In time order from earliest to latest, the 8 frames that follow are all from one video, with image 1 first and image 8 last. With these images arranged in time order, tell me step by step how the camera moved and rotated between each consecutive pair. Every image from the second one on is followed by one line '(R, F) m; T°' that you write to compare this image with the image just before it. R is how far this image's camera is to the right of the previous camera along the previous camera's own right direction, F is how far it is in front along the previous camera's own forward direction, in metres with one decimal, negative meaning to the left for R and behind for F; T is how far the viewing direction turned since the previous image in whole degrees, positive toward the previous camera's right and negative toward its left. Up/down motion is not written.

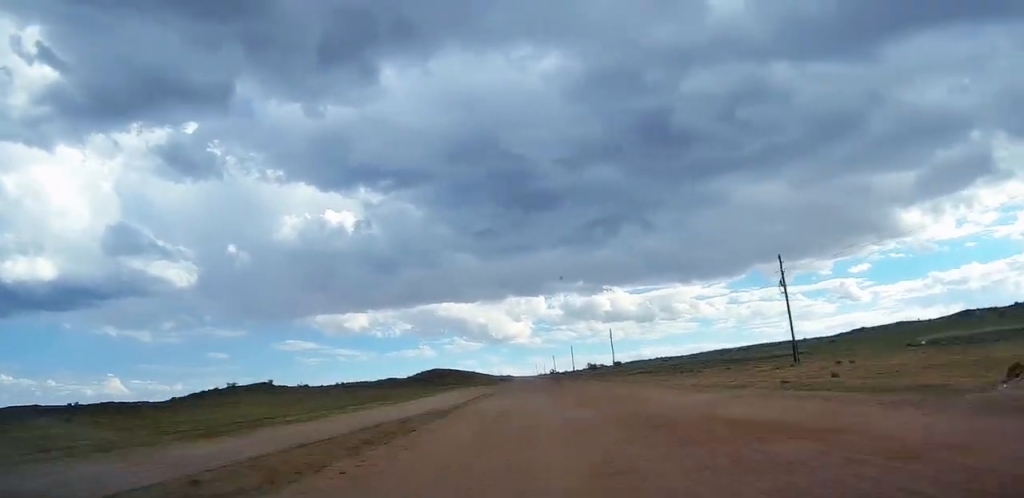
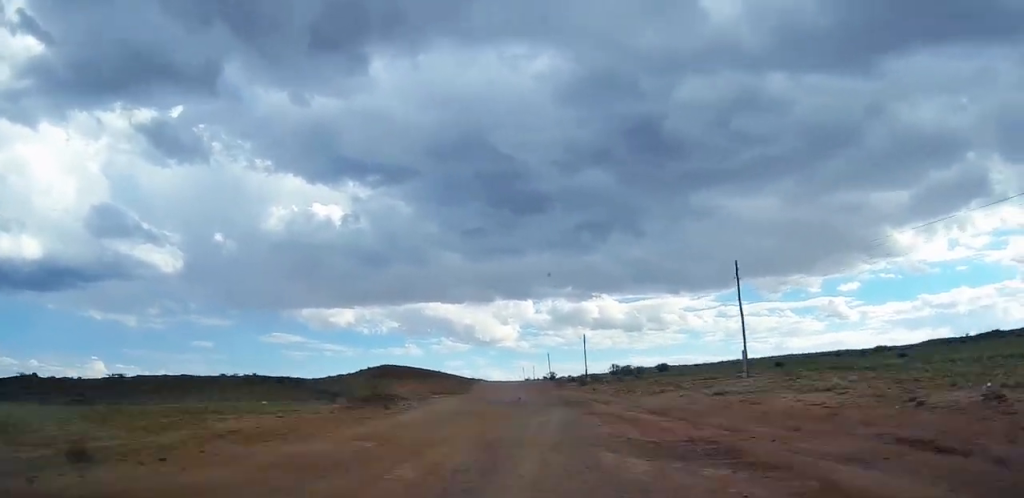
(+0.2, +66.5) m; 0°
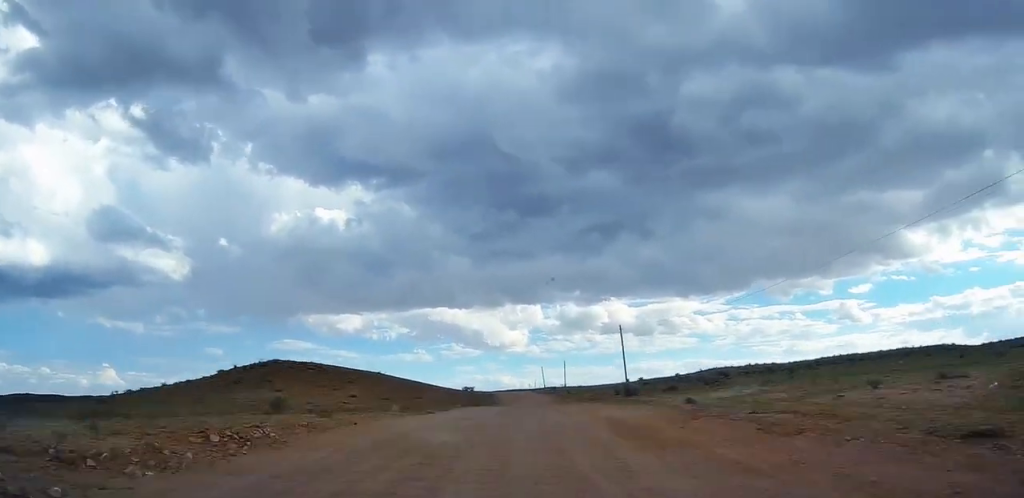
(-1.2, +100.7) m; -1°
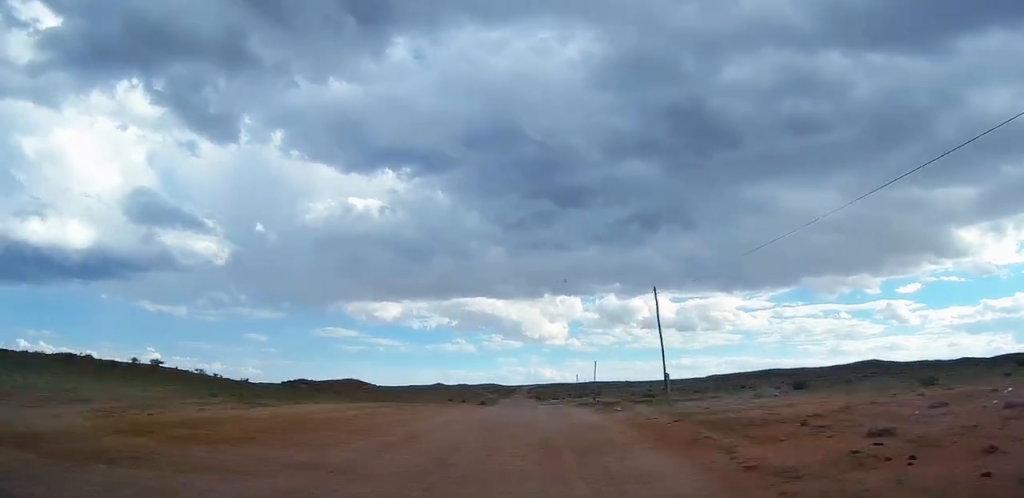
(-3.1, +160.9) m; -3°
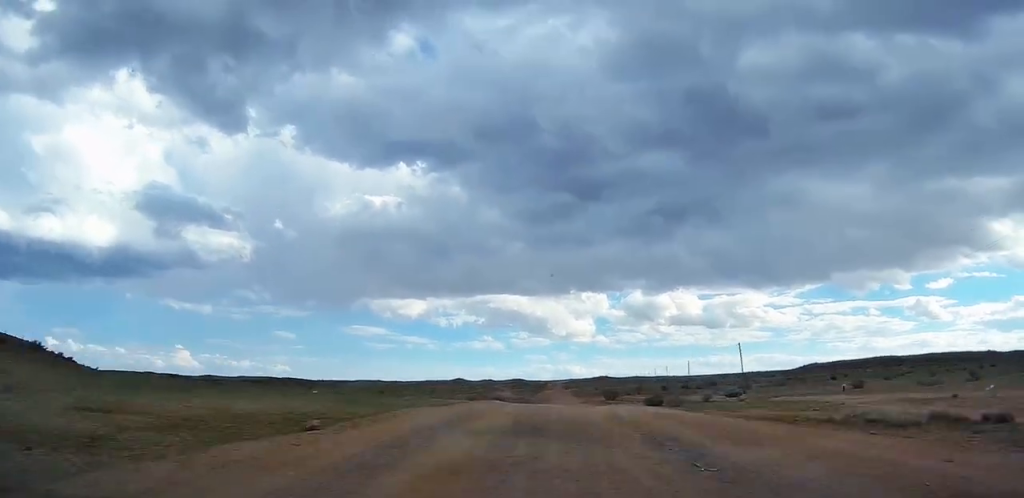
(-3.0, +144.2) m; -3°
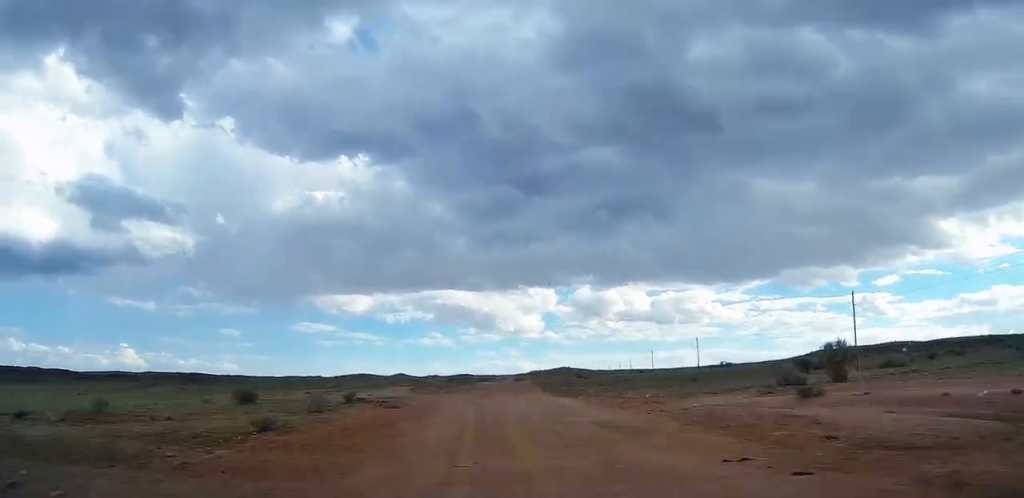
(-1.7, +80.5) m; -3°
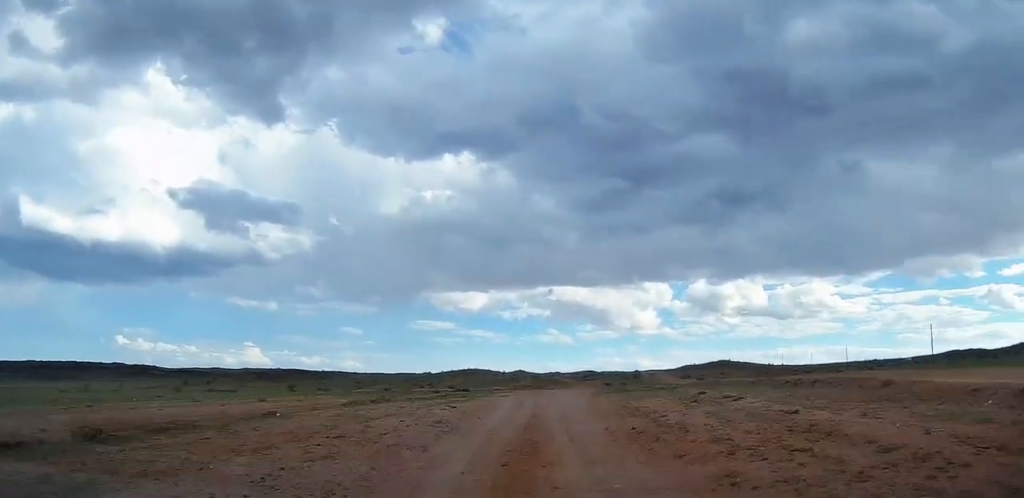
(-3.3, +101.4) m; 0°
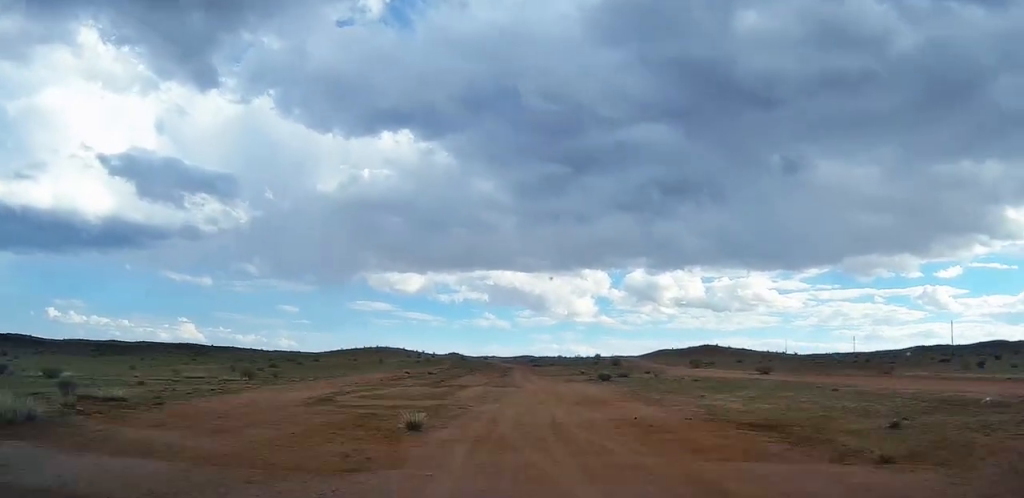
(+2.0, +67.8) m; 0°
